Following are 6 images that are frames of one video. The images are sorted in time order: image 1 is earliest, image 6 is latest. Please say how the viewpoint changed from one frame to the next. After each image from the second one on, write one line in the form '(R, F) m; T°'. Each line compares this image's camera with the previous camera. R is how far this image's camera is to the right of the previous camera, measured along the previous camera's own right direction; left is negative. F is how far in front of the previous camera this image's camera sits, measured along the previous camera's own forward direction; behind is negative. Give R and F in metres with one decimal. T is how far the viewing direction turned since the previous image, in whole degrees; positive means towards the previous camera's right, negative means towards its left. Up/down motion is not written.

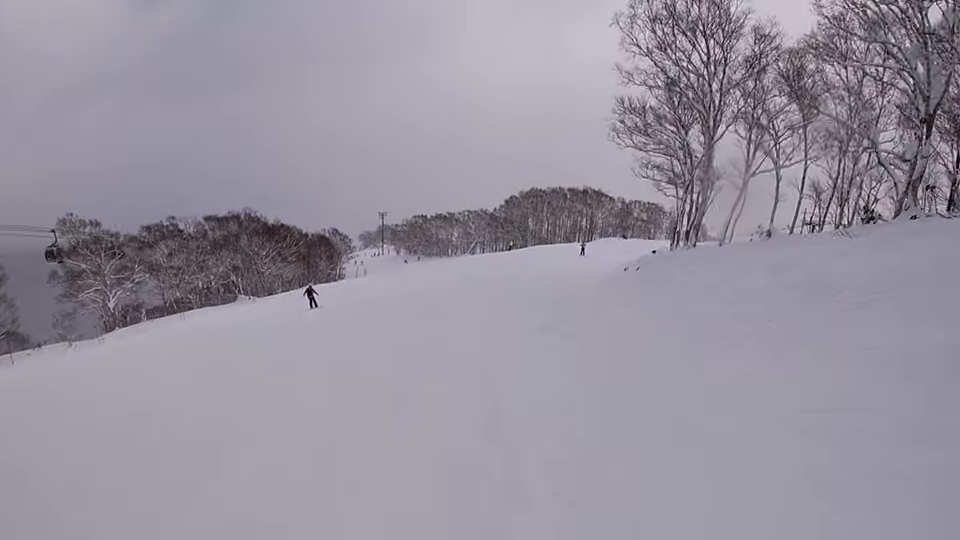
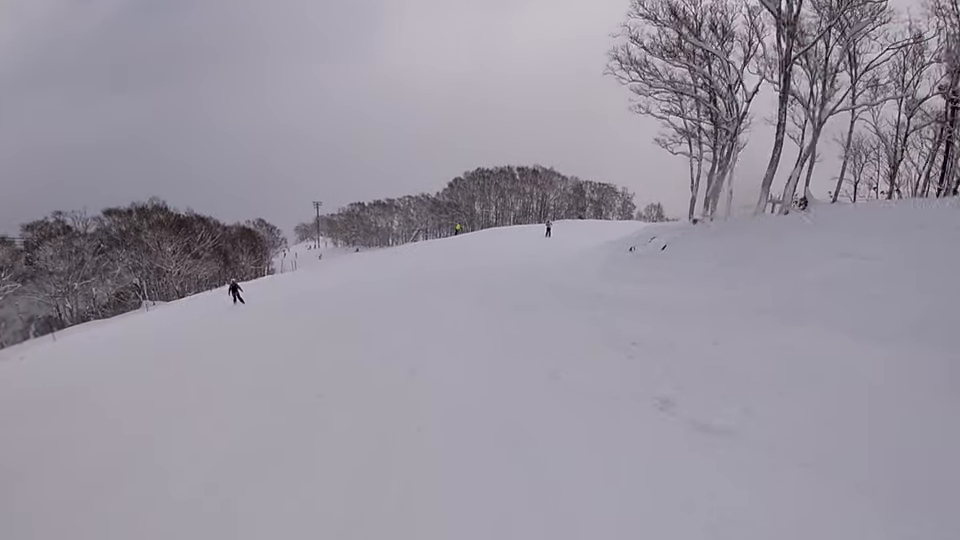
(+0.5, +8.3) m; +5°
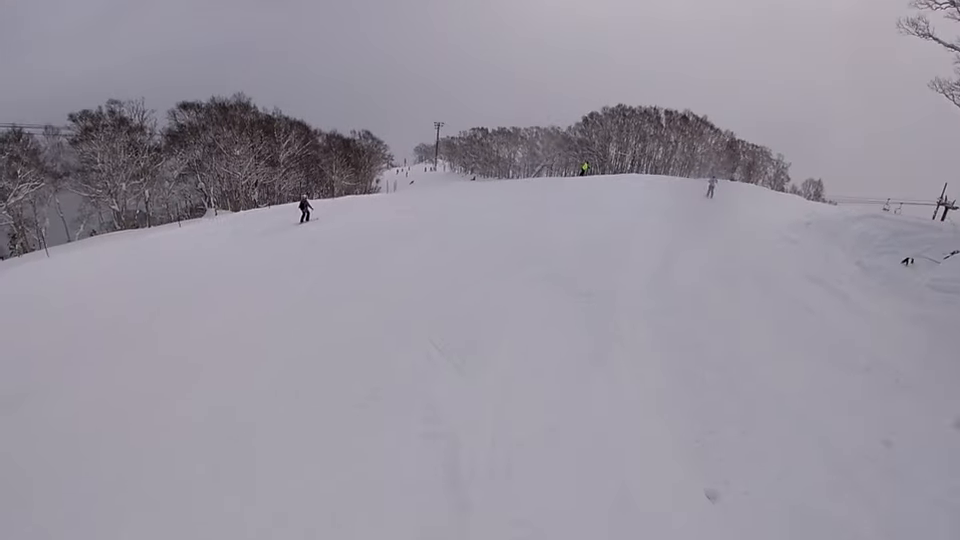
(+0.3, +10.1) m; -1°
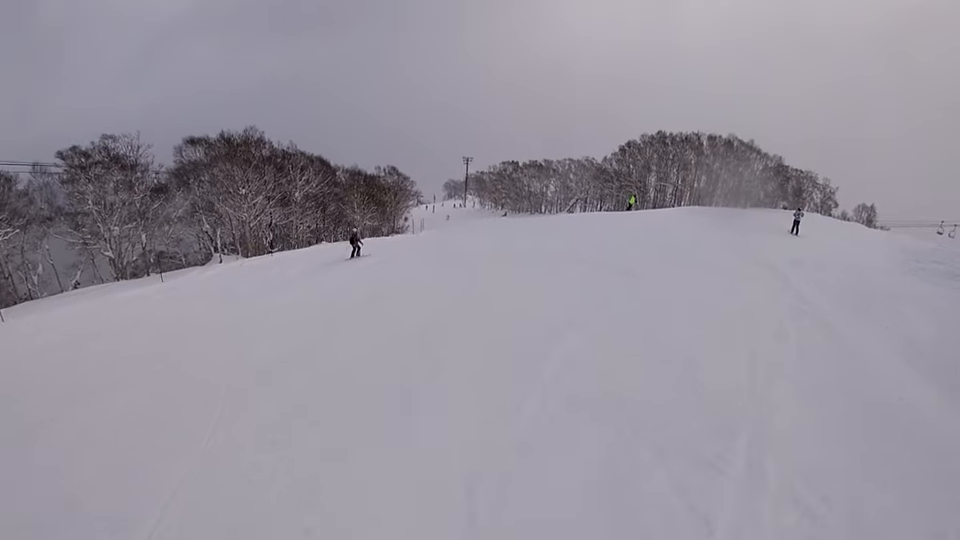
(-0.2, +6.2) m; -4°
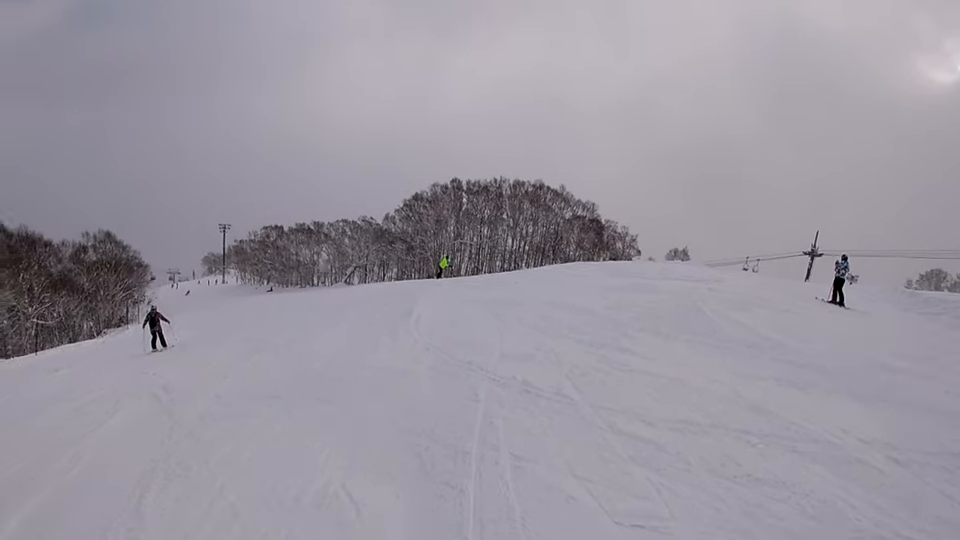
(+0.7, +19.4) m; +13°
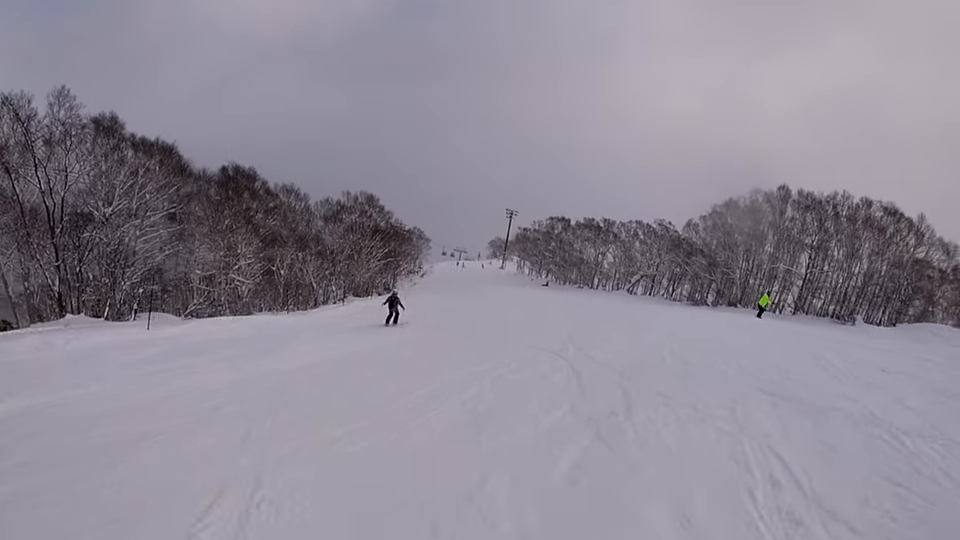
(-1.6, +13.3) m; -22°
